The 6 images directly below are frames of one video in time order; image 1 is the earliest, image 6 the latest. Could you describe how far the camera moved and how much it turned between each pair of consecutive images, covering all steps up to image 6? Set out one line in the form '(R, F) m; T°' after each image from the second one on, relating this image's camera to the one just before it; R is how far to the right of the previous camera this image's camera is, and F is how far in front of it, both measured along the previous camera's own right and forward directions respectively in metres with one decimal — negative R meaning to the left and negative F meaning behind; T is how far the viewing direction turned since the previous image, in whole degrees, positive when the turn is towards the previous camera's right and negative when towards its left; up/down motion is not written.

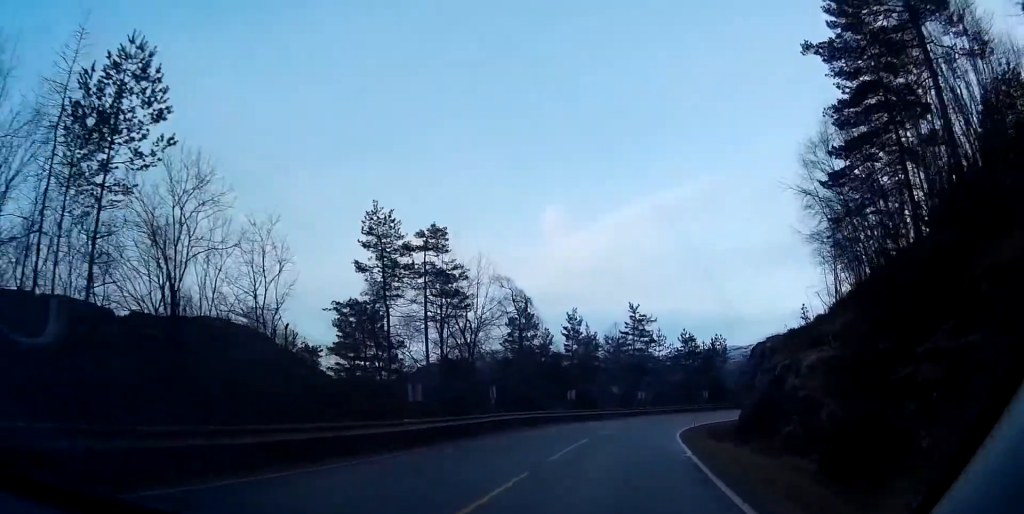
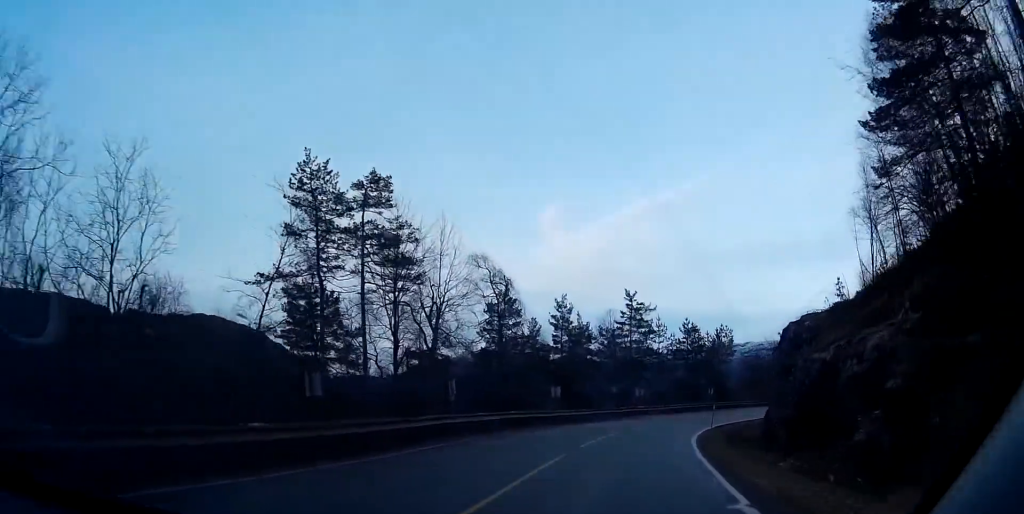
(-0.1, +8.7) m; 0°
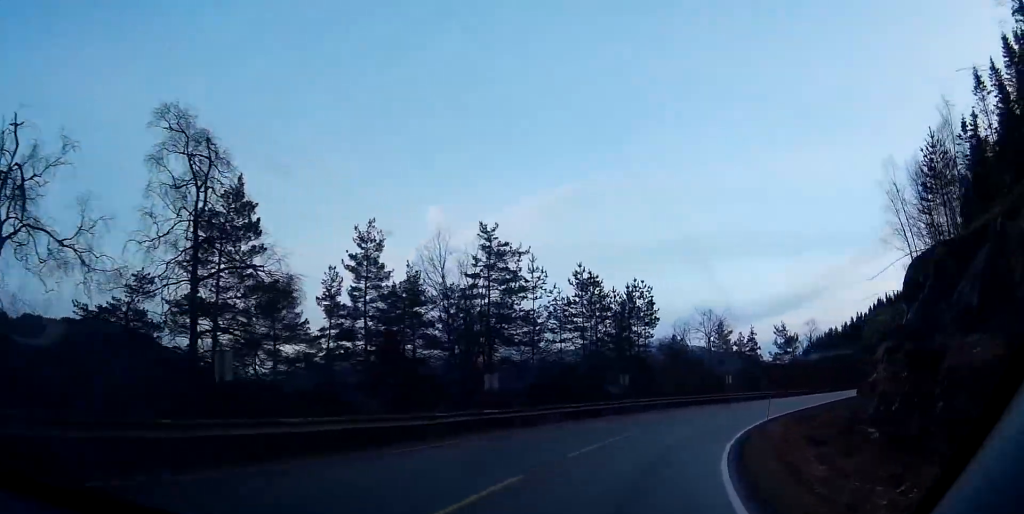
(+1.0, +29.5) m; +6°
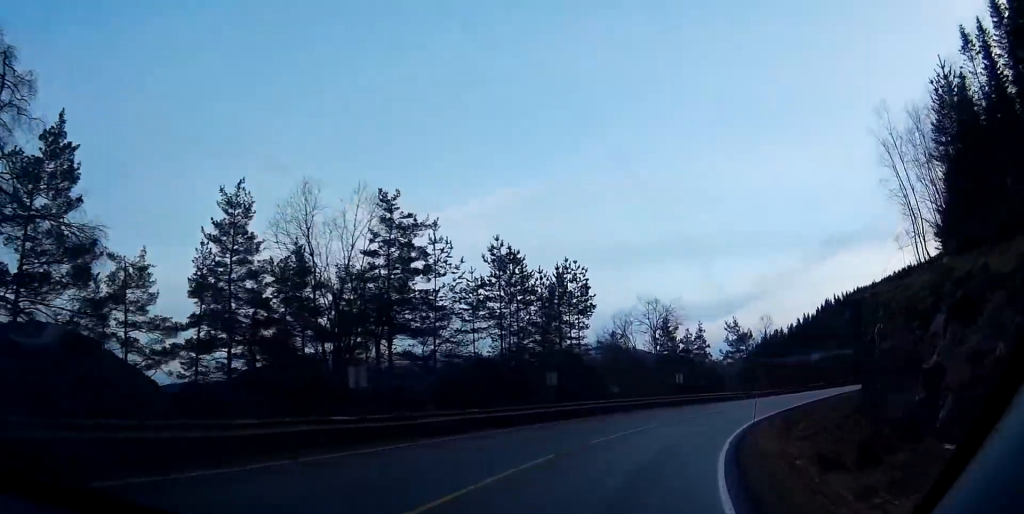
(+0.1, +8.6) m; +4°
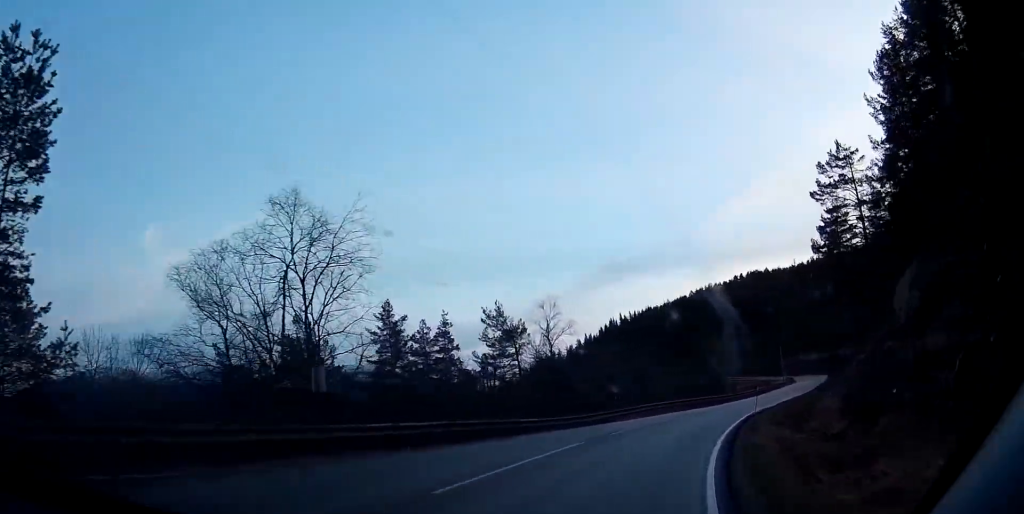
(+6.7, +30.2) m; +24°
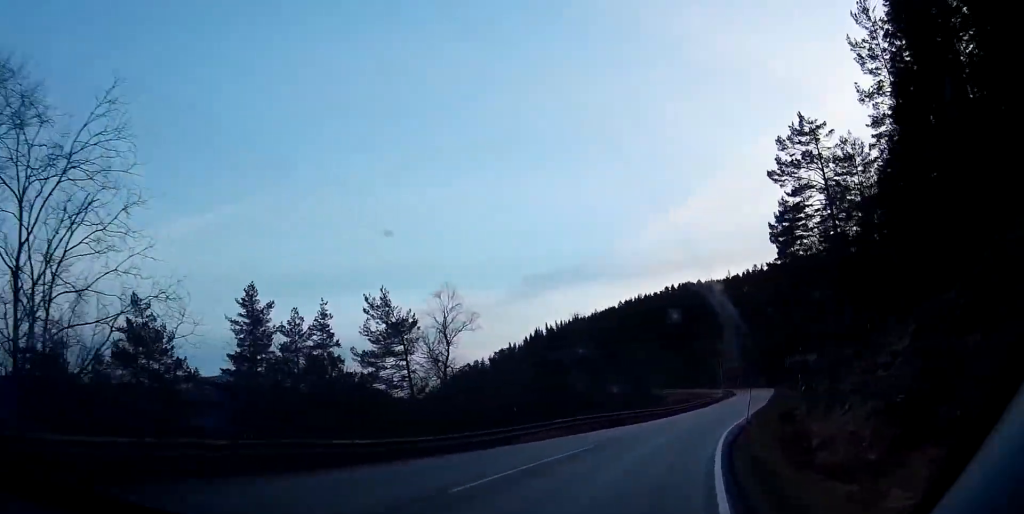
(+0.7, +10.9) m; +7°
